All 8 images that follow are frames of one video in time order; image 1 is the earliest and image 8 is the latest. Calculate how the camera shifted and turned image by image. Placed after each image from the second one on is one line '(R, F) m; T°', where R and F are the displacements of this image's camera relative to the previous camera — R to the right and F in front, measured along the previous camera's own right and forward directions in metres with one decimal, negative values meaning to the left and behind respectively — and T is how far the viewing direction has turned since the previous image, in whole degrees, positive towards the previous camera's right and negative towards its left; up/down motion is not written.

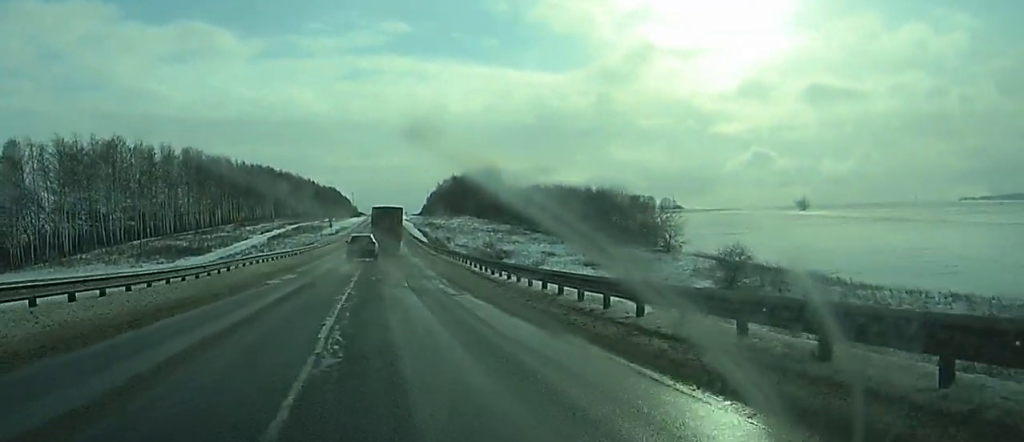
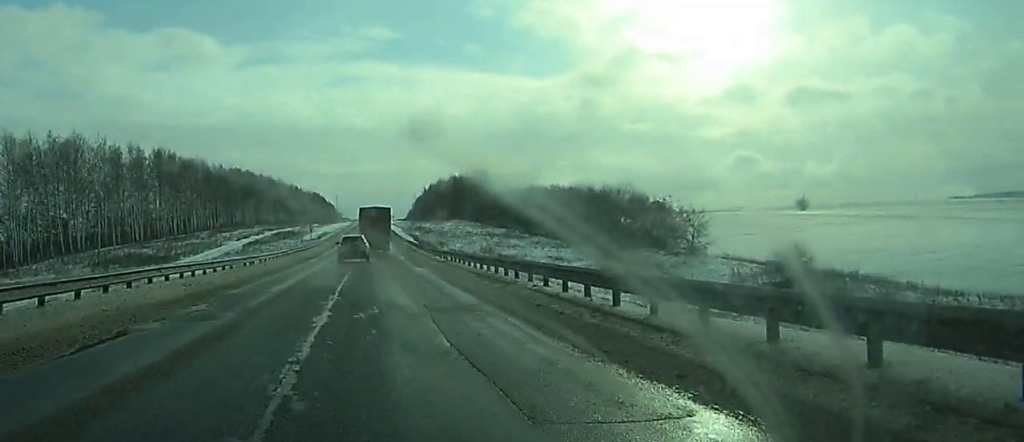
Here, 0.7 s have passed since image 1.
(0.0, +17.1) m; 0°
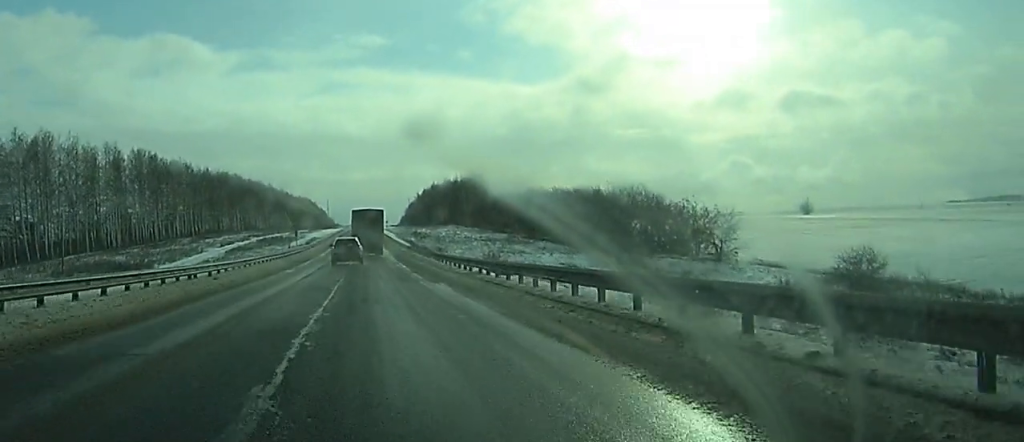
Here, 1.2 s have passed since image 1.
(0.0, +13.6) m; 0°
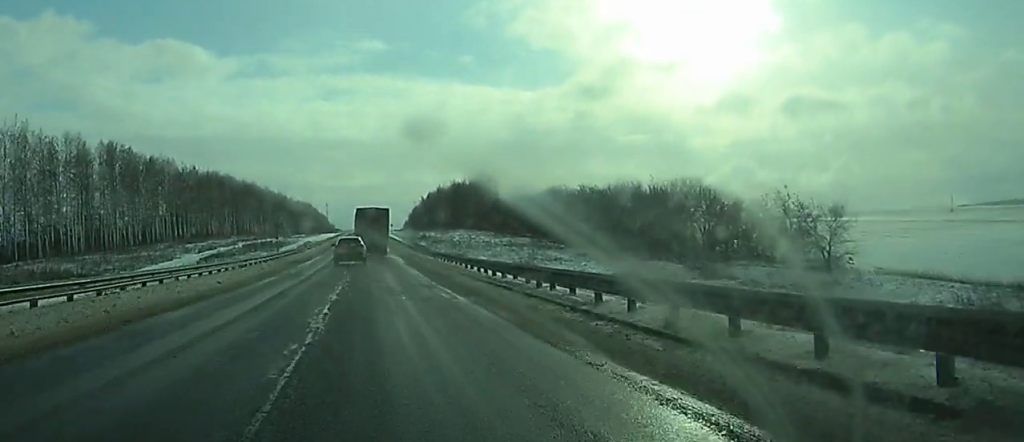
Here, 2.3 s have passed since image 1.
(+0.3, +28.8) m; +1°
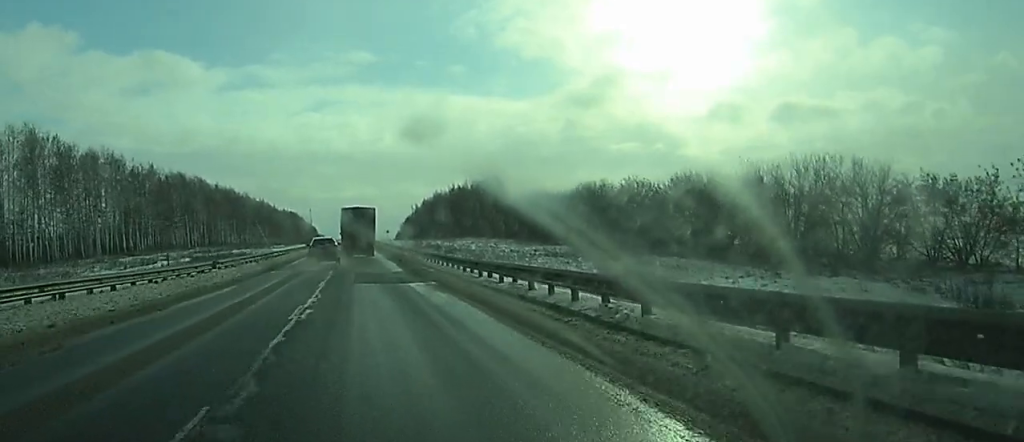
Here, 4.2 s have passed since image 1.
(+0.3, +45.4) m; +1°
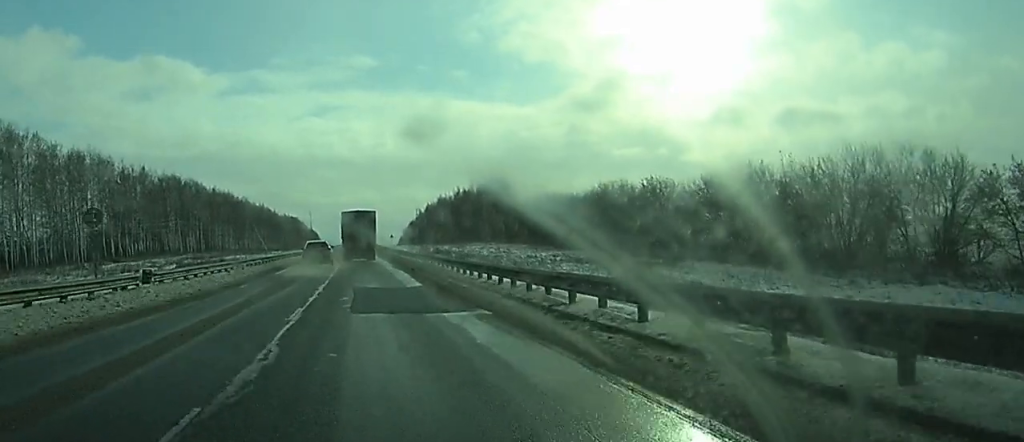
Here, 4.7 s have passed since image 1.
(0.0, +12.2) m; 0°
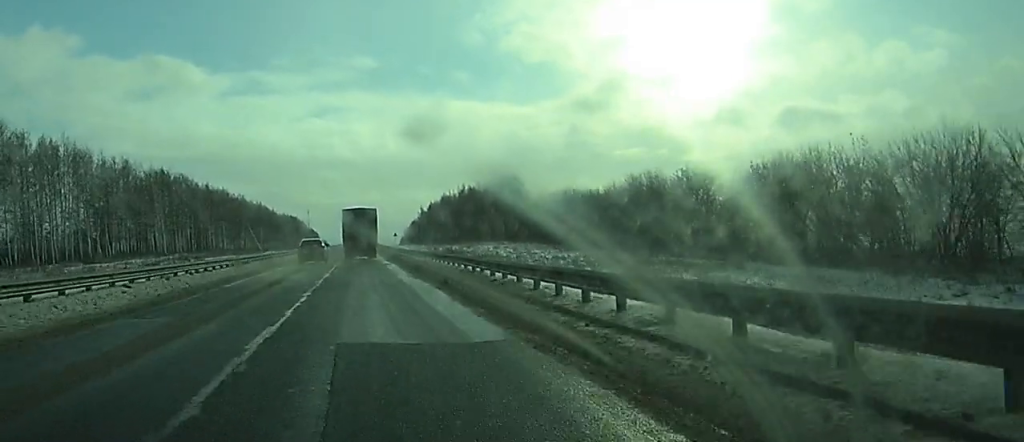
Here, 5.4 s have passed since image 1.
(+0.1, +17.6) m; 0°
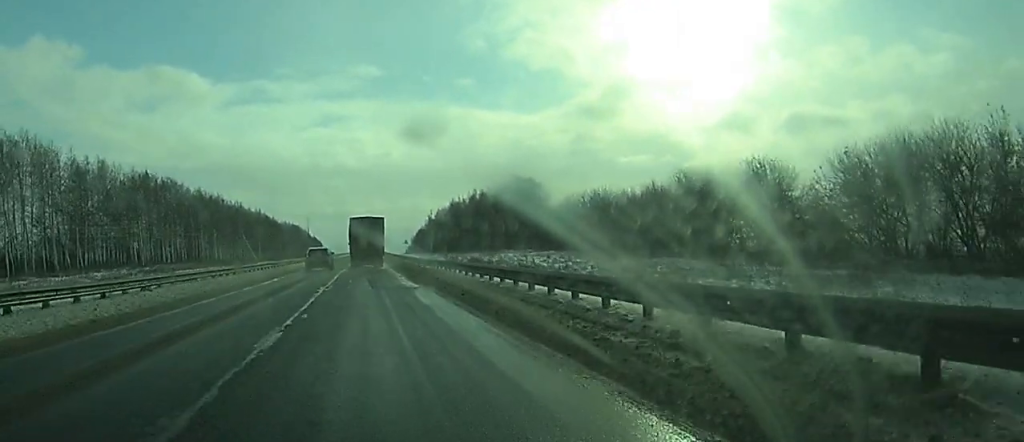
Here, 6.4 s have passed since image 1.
(0.0, +23.6) m; 0°
